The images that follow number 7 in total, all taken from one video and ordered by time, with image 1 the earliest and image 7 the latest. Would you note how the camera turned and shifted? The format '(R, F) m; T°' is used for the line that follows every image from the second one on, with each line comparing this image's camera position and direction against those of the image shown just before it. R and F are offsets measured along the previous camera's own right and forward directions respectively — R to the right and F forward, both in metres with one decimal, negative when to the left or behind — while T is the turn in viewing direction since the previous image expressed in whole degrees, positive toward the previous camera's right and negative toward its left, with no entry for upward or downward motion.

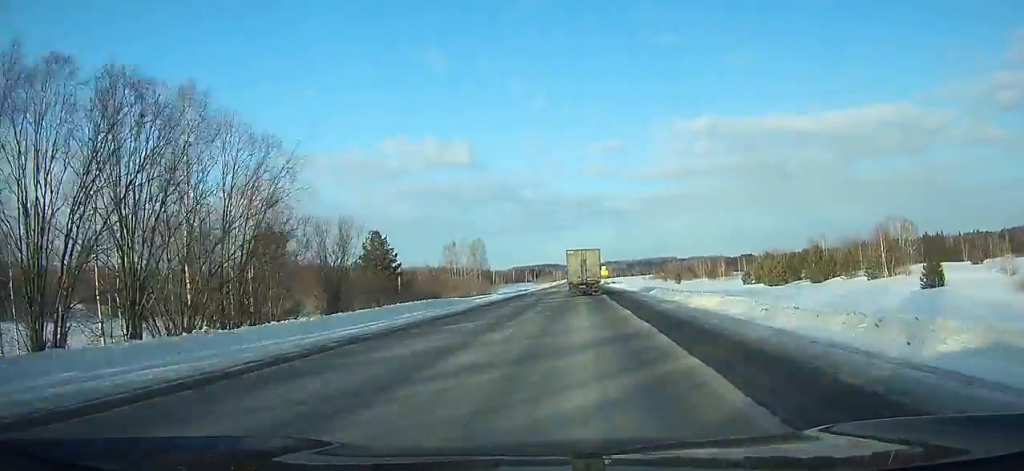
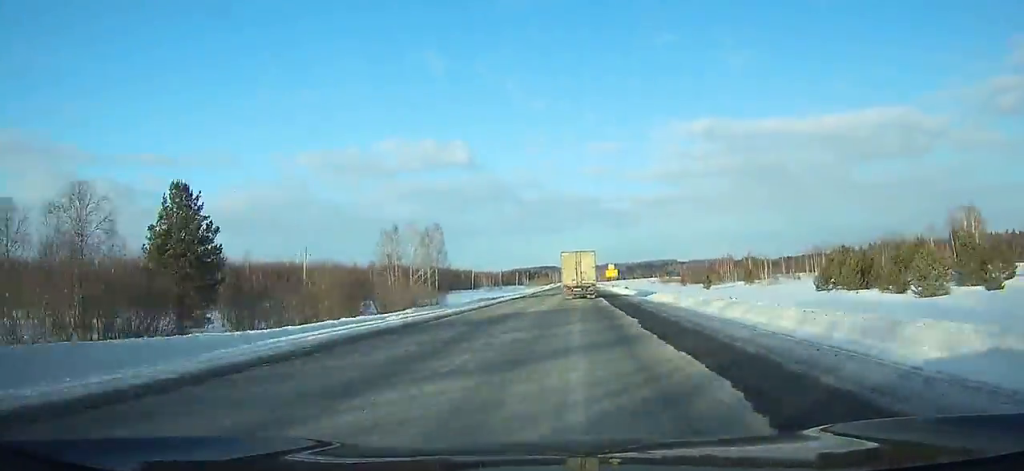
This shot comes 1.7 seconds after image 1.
(+0.2, +40.8) m; 0°
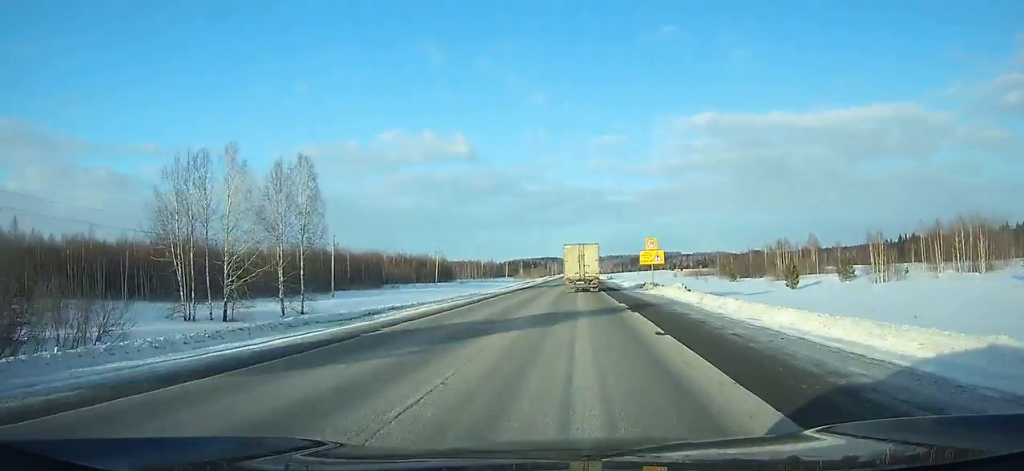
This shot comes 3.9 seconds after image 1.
(0.0, +52.2) m; -1°
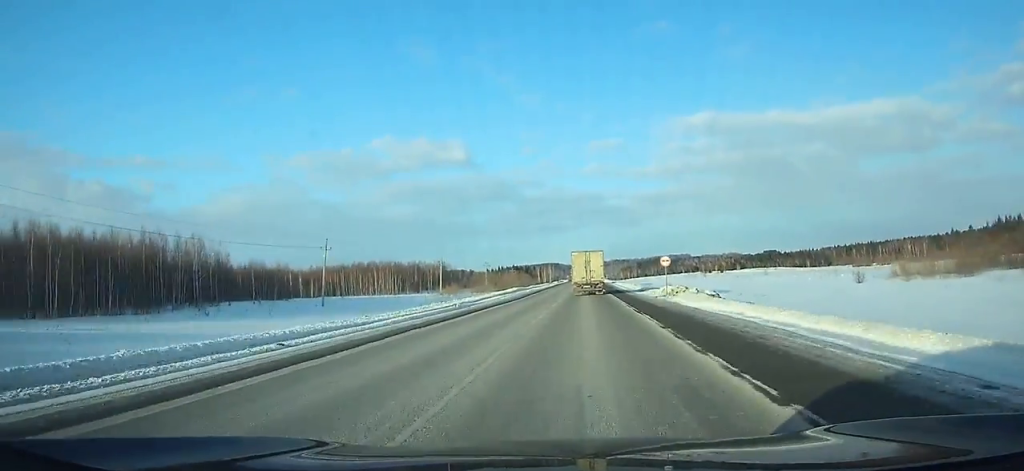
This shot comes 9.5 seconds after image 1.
(-1.3, +130.4) m; 0°
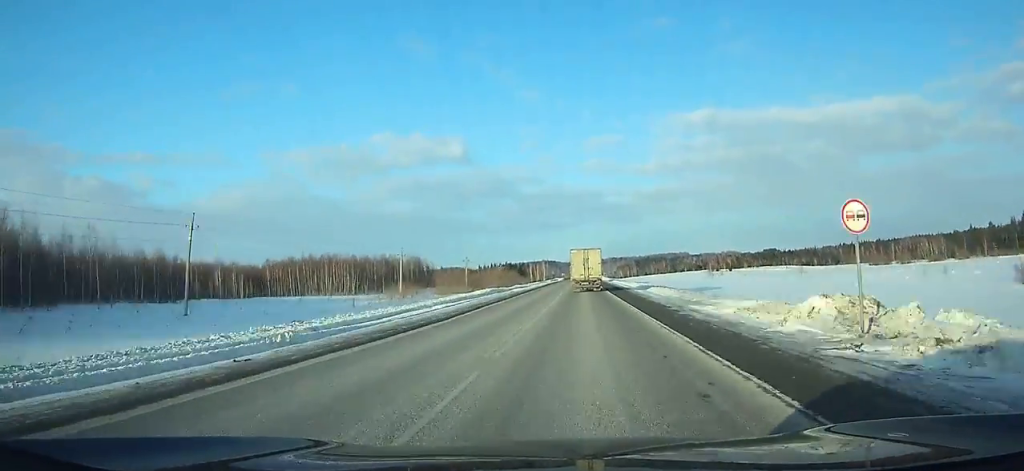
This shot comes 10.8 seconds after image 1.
(-0.2, +29.9) m; 0°
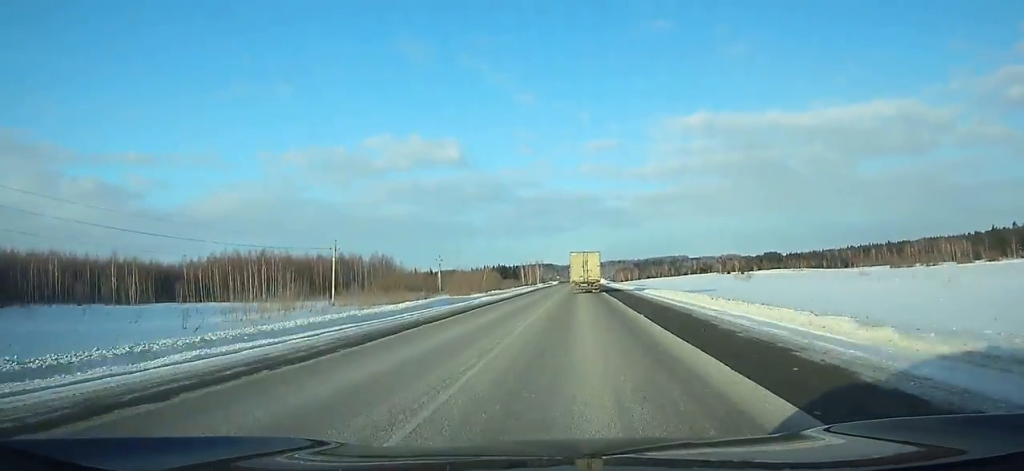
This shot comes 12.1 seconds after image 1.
(+0.5, +30.0) m; 0°
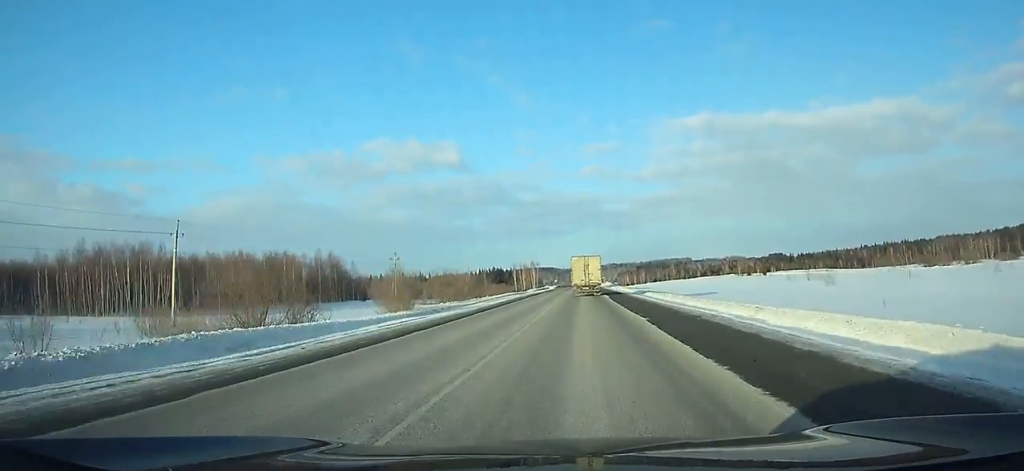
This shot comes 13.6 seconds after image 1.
(+0.4, +34.6) m; 0°
